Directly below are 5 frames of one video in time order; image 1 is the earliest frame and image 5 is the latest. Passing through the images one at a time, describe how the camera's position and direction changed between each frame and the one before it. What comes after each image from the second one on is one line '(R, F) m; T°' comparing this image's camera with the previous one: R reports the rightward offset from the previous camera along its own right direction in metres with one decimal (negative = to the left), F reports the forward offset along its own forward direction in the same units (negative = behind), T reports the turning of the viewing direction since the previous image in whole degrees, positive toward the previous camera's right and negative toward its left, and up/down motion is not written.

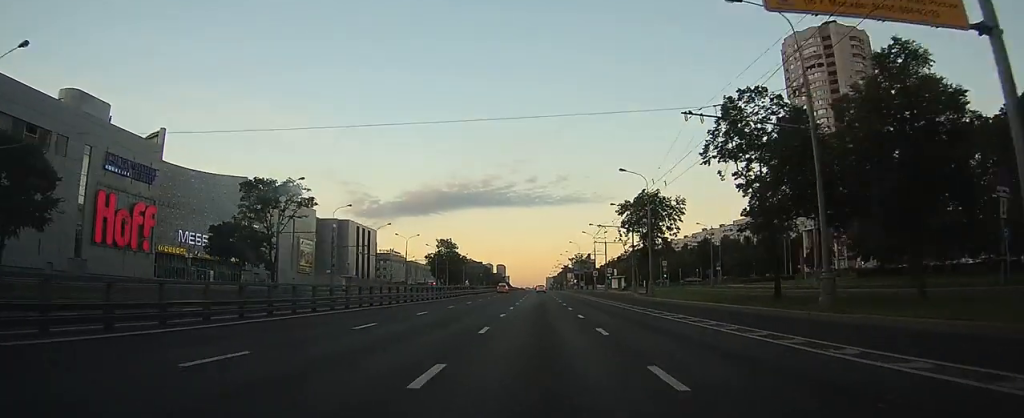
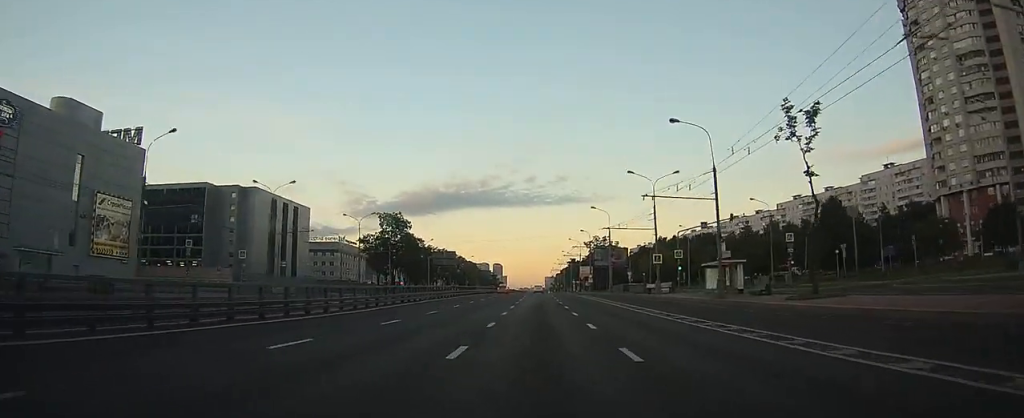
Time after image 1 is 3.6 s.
(-0.4, +66.9) m; 0°
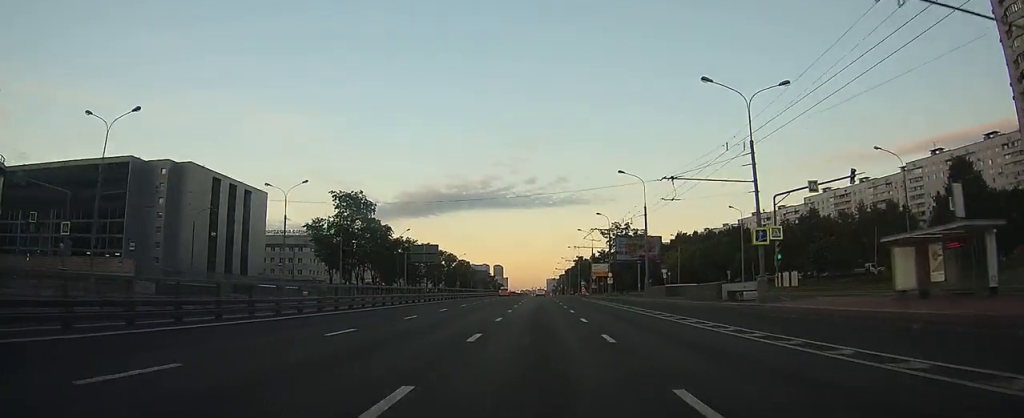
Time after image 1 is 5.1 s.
(0.0, +28.1) m; 0°
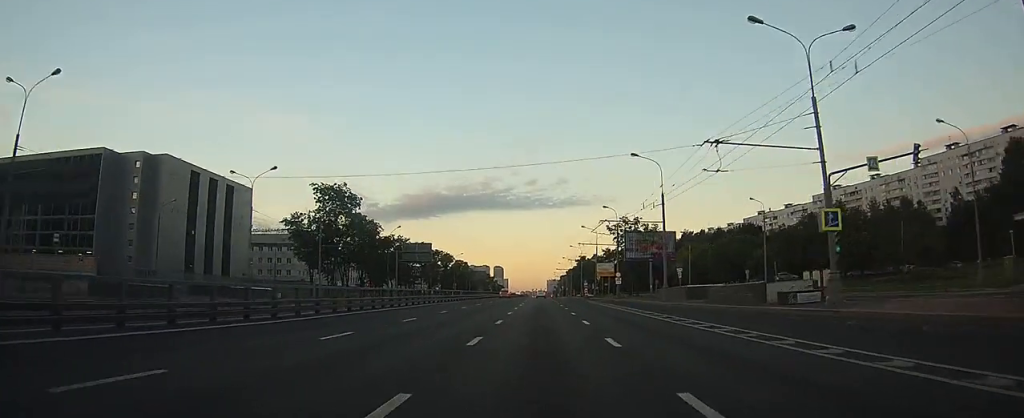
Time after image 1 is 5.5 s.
(0.0, +8.2) m; 0°
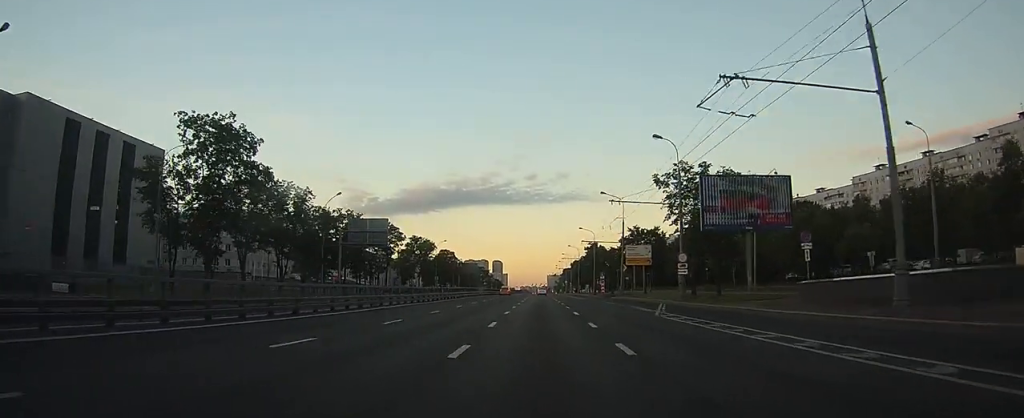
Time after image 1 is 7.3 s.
(-0.1, +34.1) m; 0°
